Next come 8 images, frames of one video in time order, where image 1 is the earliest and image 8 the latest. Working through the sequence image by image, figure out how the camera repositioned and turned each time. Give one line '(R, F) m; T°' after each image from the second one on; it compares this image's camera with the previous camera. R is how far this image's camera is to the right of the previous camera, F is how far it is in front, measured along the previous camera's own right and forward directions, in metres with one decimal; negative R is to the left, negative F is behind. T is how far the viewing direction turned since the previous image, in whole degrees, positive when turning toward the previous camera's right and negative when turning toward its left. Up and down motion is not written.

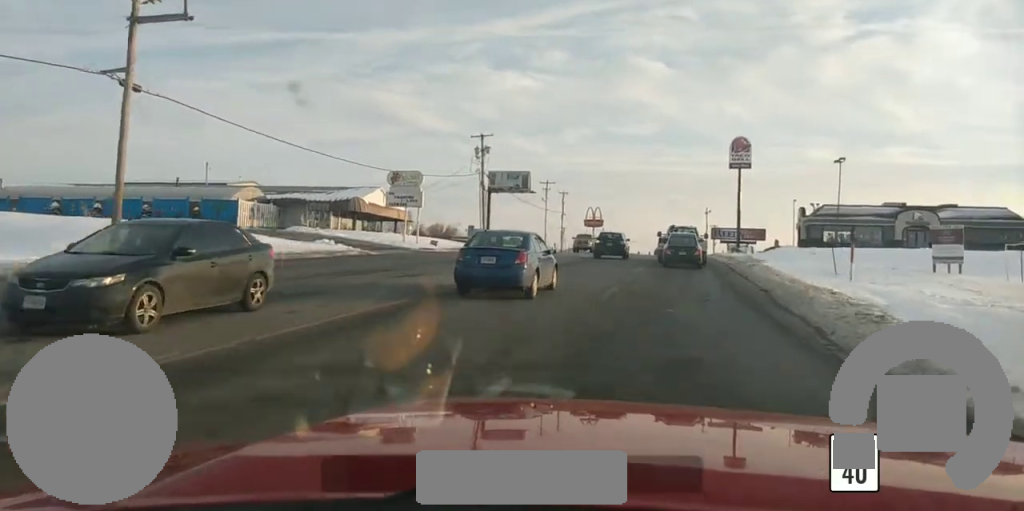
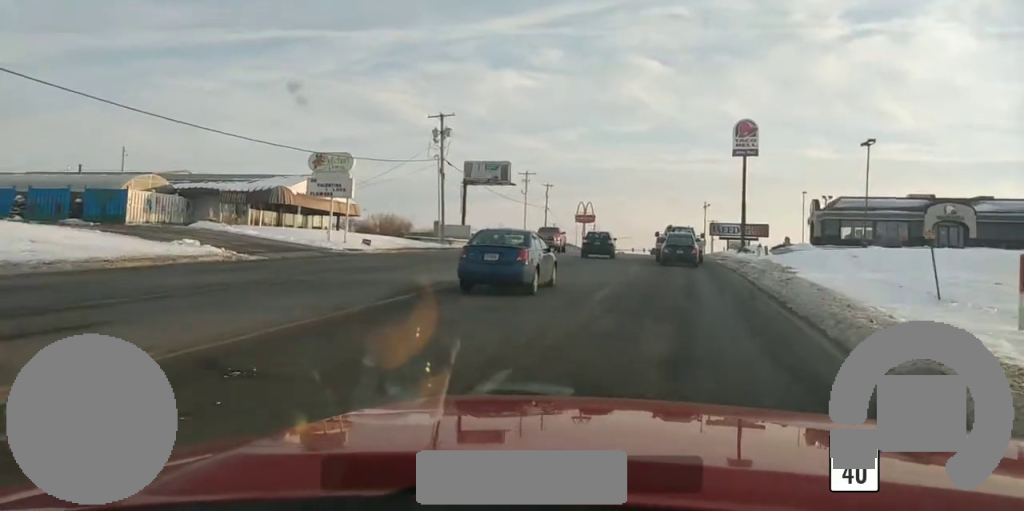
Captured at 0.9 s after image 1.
(+0.1, +12.3) m; 0°
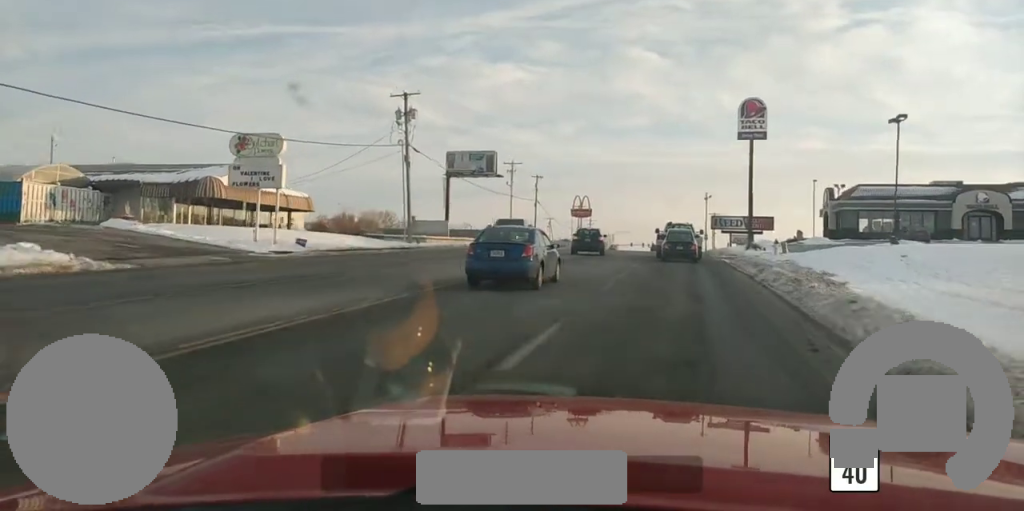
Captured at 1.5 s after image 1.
(0.0, +8.7) m; 0°
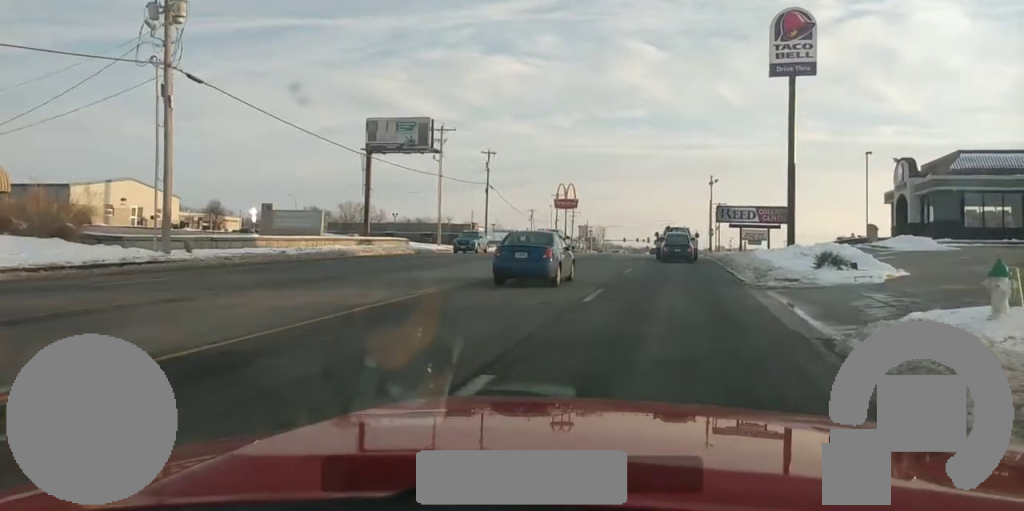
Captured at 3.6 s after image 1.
(0.0, +28.6) m; 0°
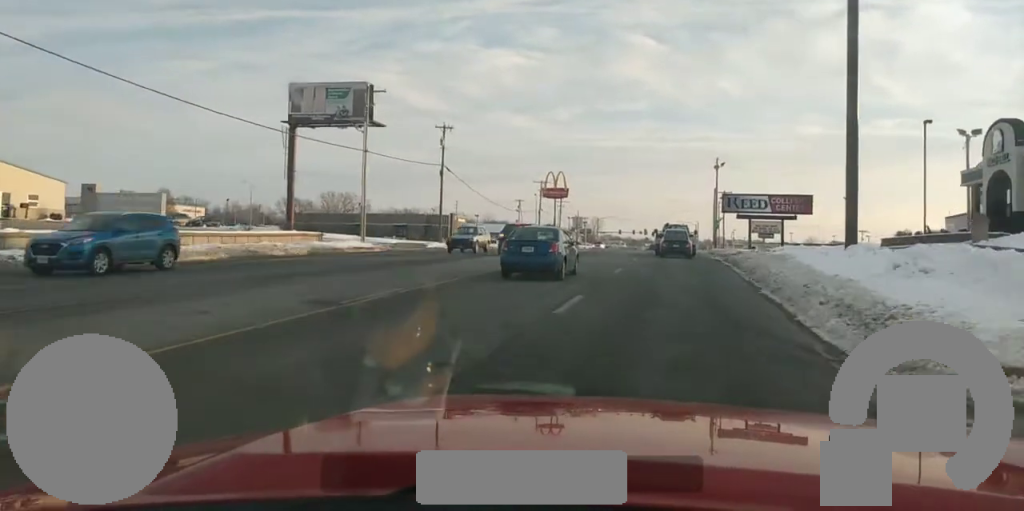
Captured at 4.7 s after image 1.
(0.0, +15.3) m; 0°
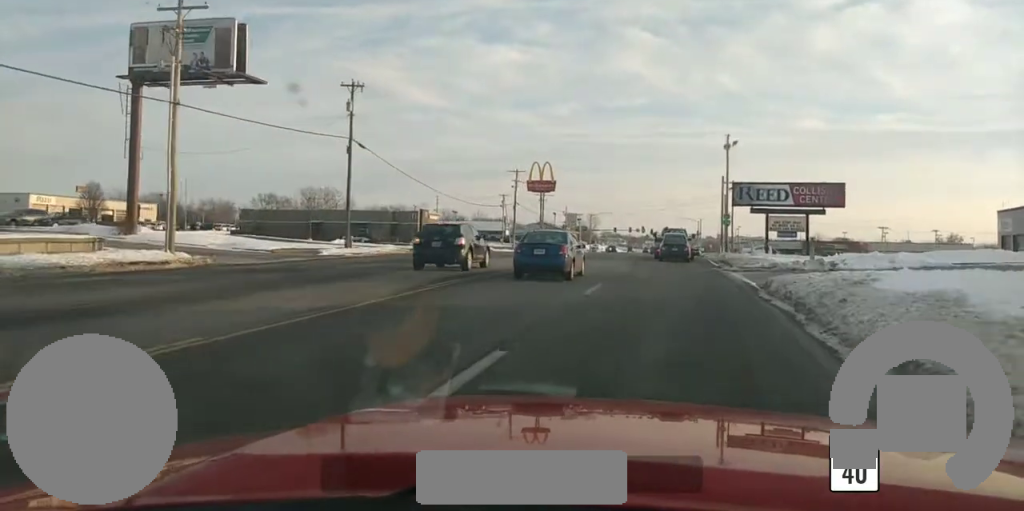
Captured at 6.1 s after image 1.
(0.0, +19.2) m; 0°
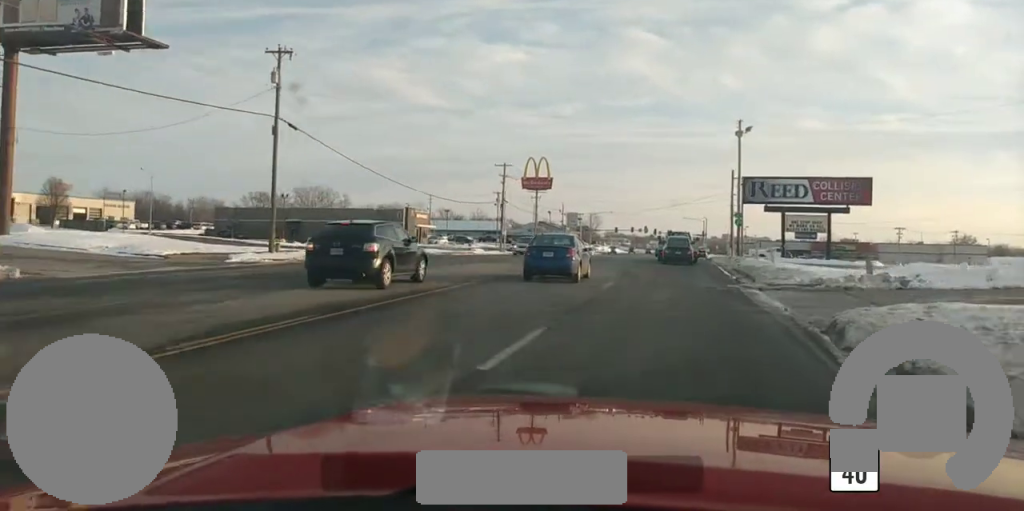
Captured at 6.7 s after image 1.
(0.0, +8.9) m; 0°
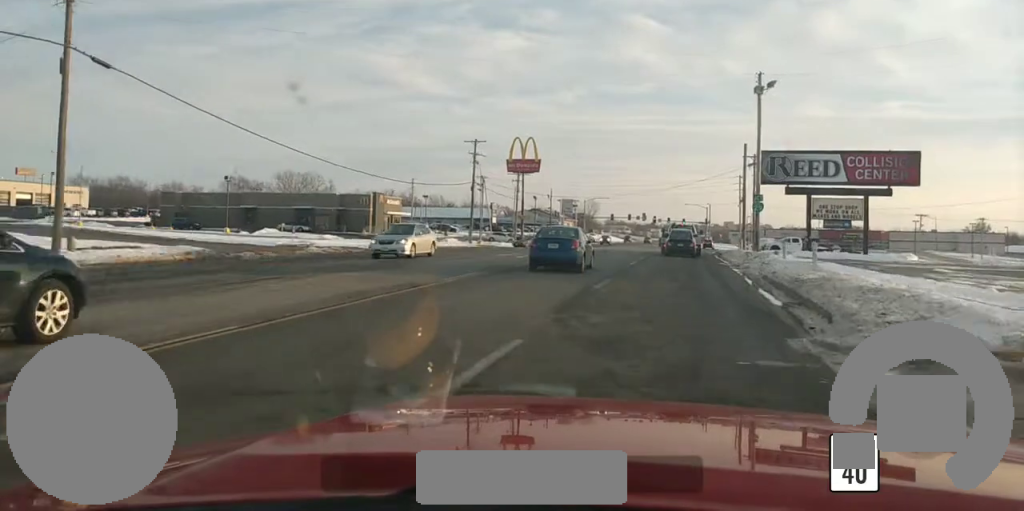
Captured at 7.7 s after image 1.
(+0.1, +13.6) m; +1°
